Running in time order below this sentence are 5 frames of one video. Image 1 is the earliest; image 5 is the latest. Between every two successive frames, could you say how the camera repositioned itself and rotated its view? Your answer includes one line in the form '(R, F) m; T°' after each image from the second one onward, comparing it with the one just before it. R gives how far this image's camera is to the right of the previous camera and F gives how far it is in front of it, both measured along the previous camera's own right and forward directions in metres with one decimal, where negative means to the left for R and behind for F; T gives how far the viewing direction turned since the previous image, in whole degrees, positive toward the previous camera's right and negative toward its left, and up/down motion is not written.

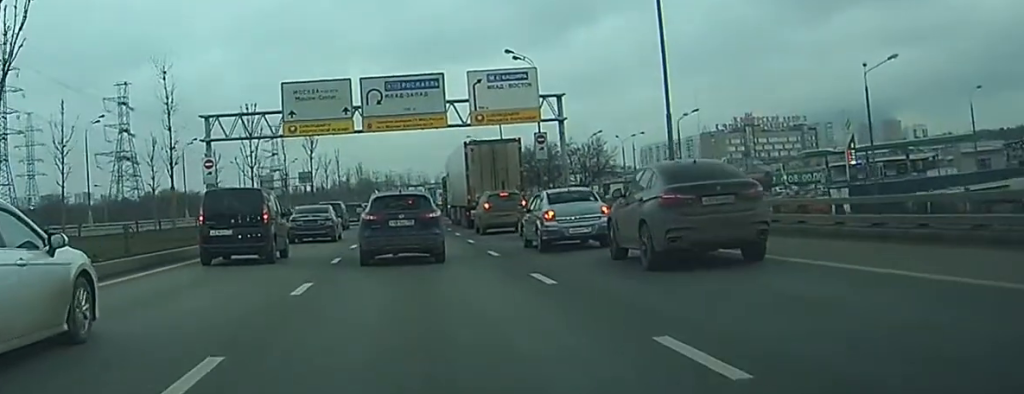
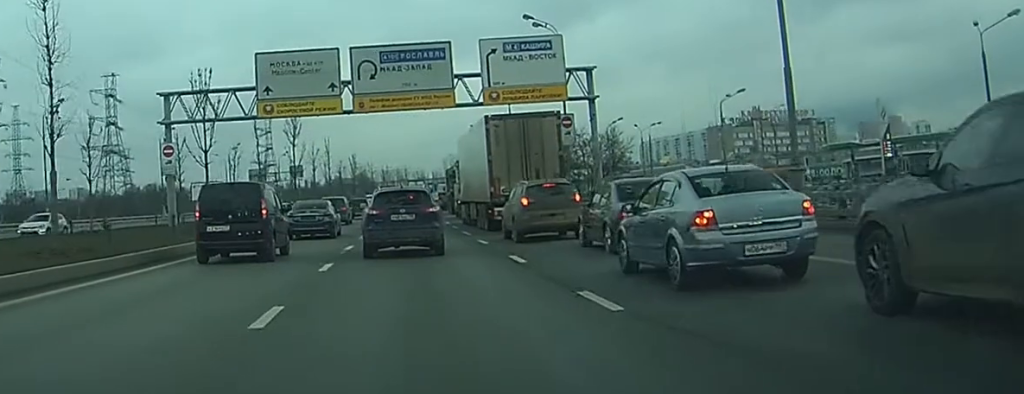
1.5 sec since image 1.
(0.0, +11.9) m; 0°
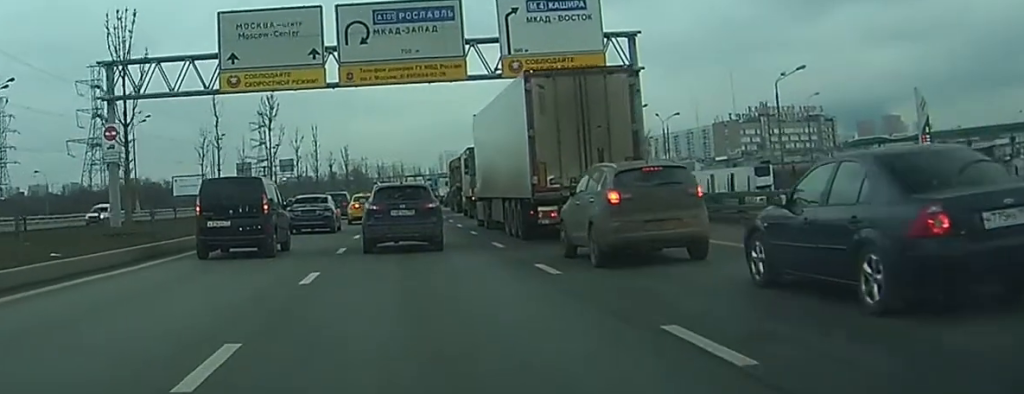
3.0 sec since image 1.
(-0.1, +11.7) m; -1°
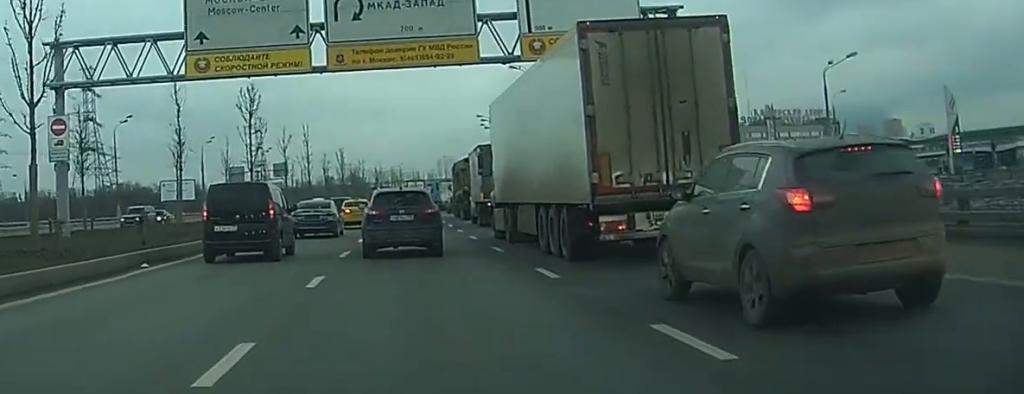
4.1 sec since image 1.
(0.0, +7.9) m; -1°
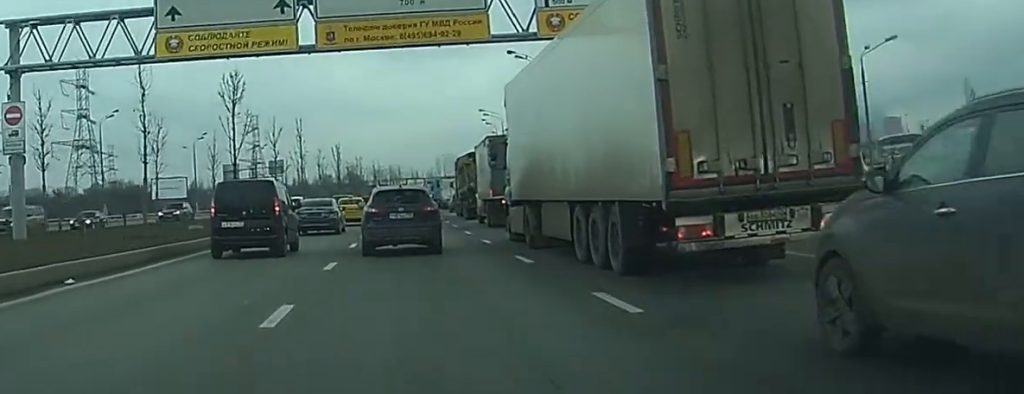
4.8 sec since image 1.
(0.0, +5.2) m; -1°
